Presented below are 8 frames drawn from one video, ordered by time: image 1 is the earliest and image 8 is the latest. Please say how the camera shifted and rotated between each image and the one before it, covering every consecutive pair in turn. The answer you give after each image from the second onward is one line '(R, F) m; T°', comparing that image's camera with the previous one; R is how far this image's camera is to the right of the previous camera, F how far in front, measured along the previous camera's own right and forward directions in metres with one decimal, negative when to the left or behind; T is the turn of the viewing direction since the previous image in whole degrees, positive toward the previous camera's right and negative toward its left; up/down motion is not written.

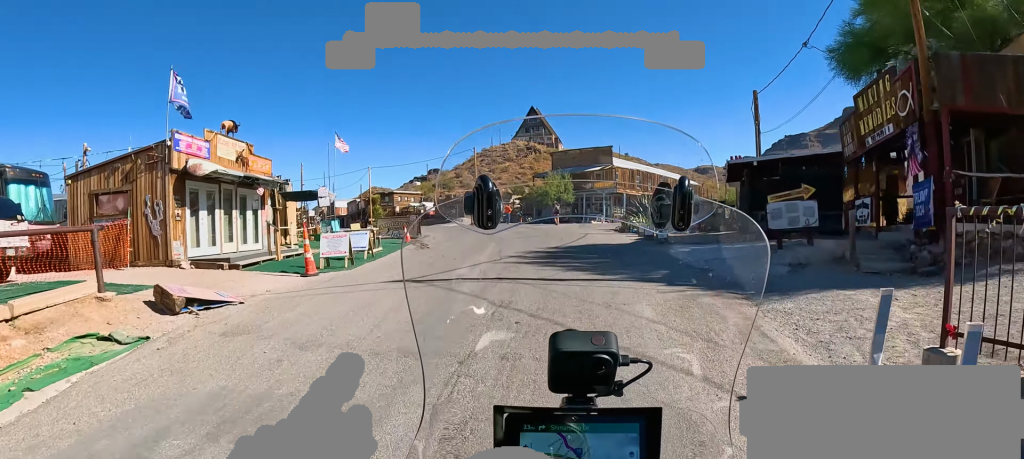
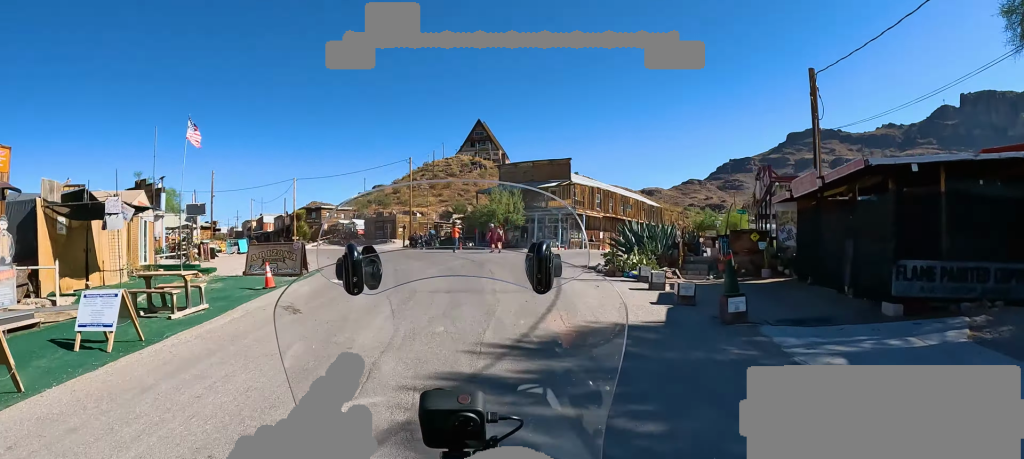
(0.0, +7.2) m; -1°
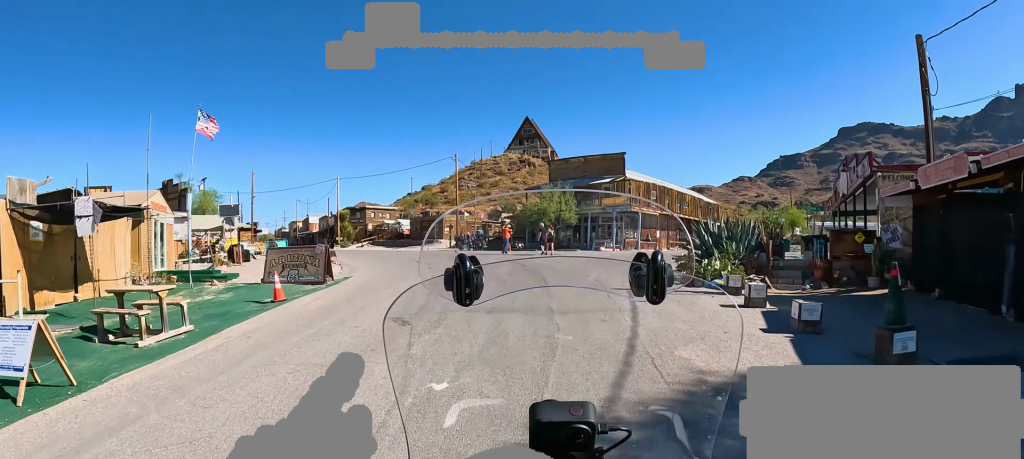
(0.0, +2.1) m; -1°
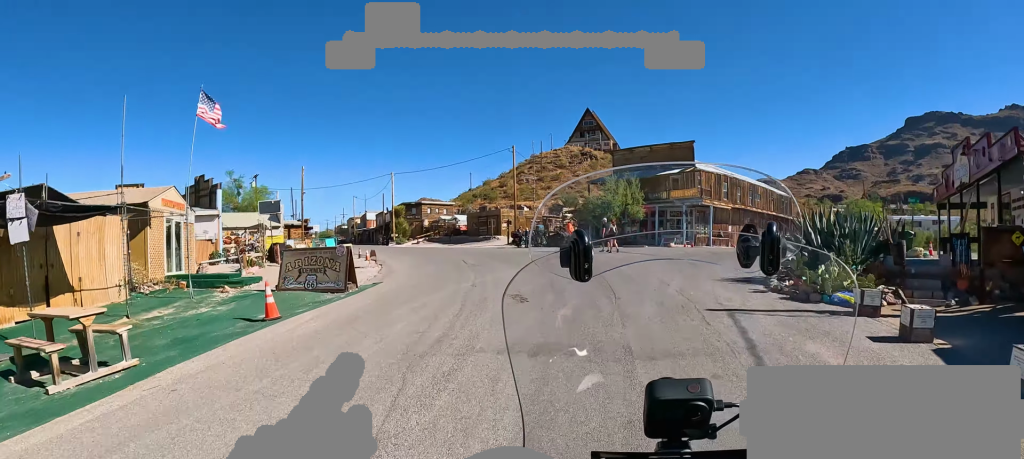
(0.0, +2.5) m; -1°
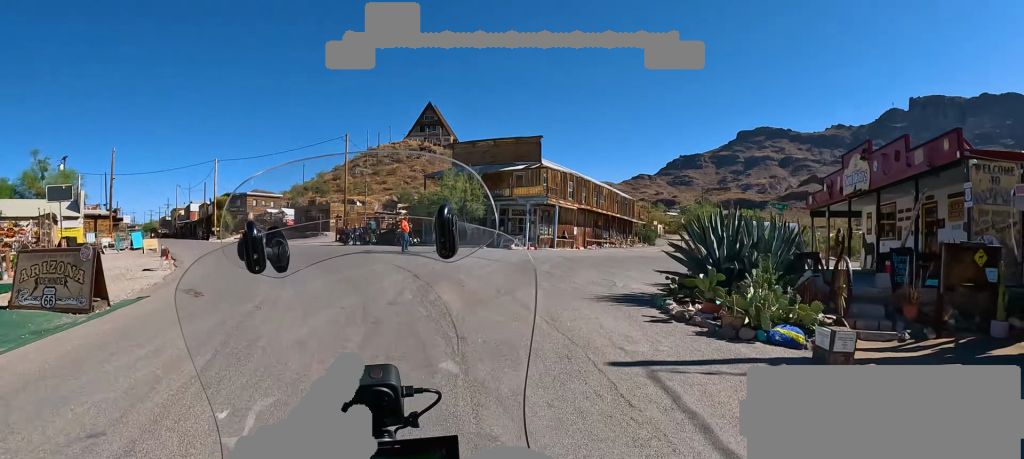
(0.0, +3.0) m; 0°
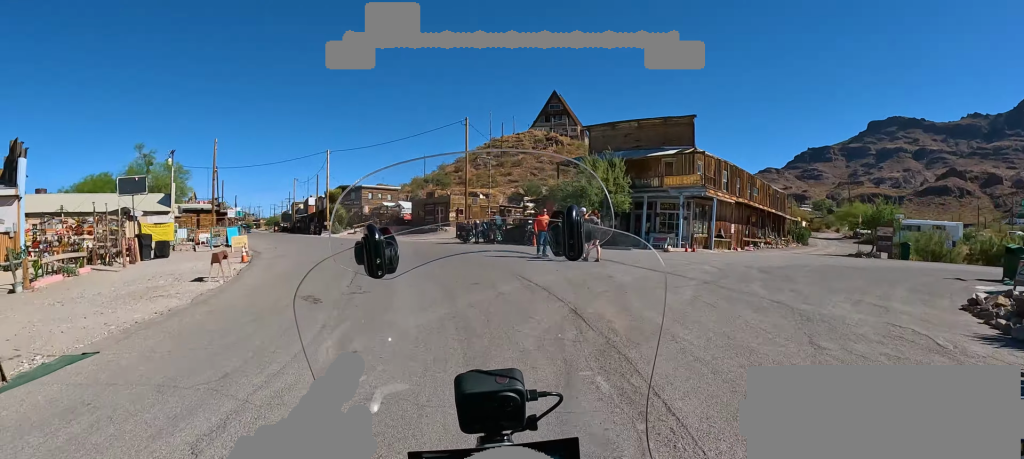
(0.0, +5.3) m; 0°
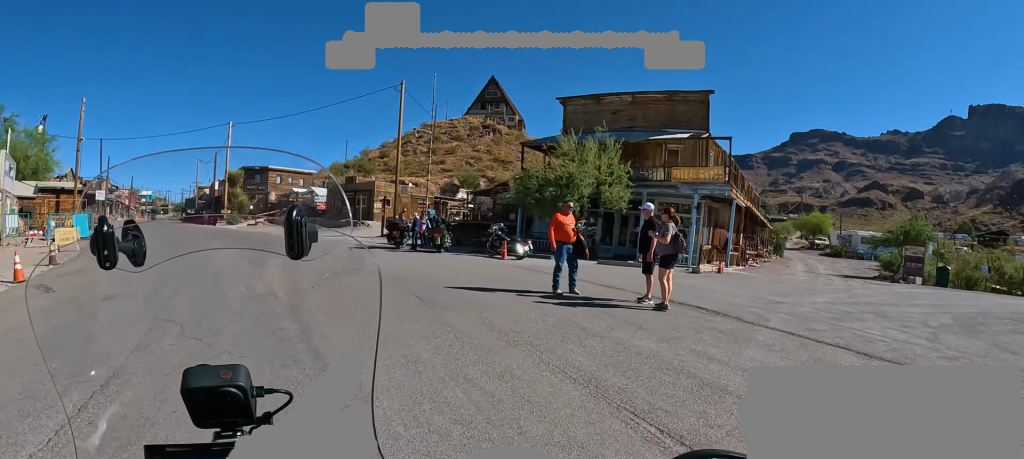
(+0.1, +8.8) m; -6°
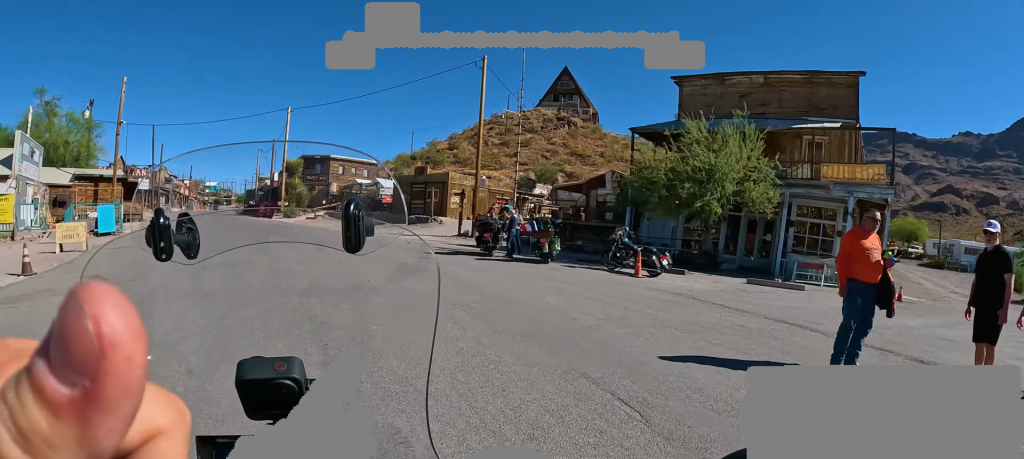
(+0.2, +4.6) m; -11°
